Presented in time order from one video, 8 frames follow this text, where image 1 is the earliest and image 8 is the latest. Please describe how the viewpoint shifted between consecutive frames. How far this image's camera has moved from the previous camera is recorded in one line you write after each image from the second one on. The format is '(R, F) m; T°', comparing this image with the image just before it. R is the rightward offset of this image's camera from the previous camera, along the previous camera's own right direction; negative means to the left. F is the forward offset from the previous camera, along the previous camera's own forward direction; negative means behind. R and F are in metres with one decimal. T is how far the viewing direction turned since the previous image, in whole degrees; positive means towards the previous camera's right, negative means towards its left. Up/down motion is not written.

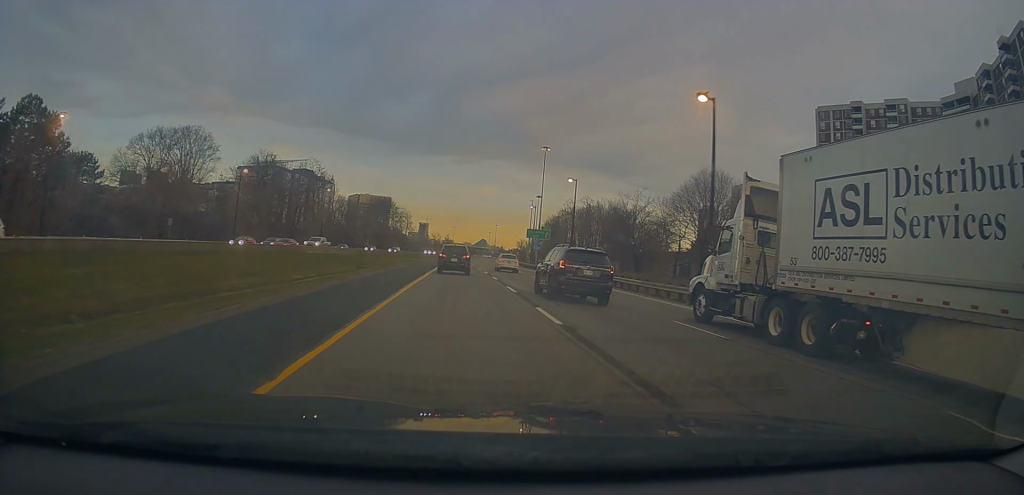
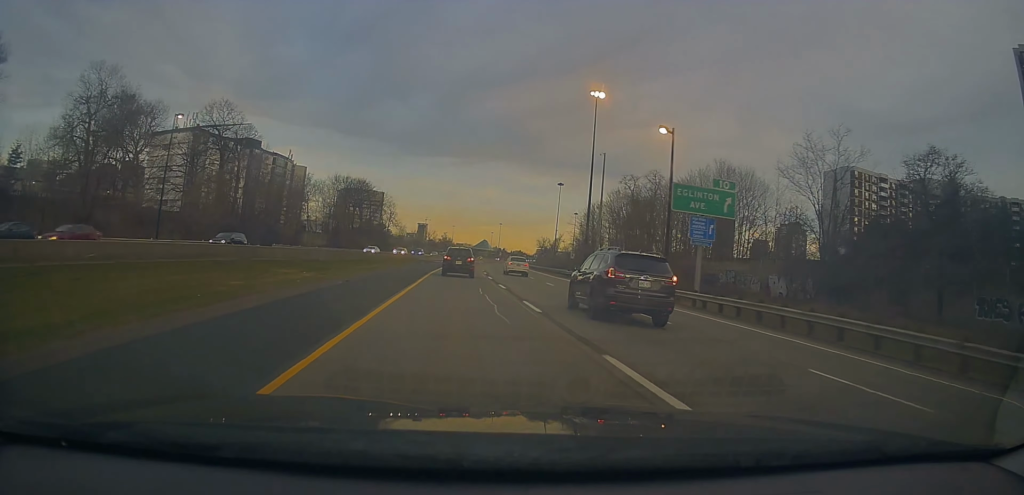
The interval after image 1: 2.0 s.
(-1.2, +63.2) m; -1°
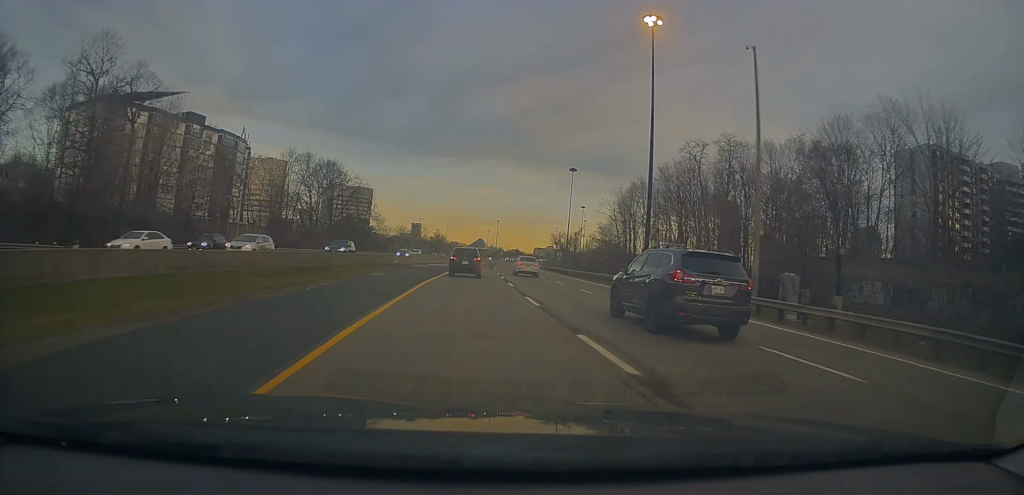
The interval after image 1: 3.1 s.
(+0.4, +36.6) m; +1°
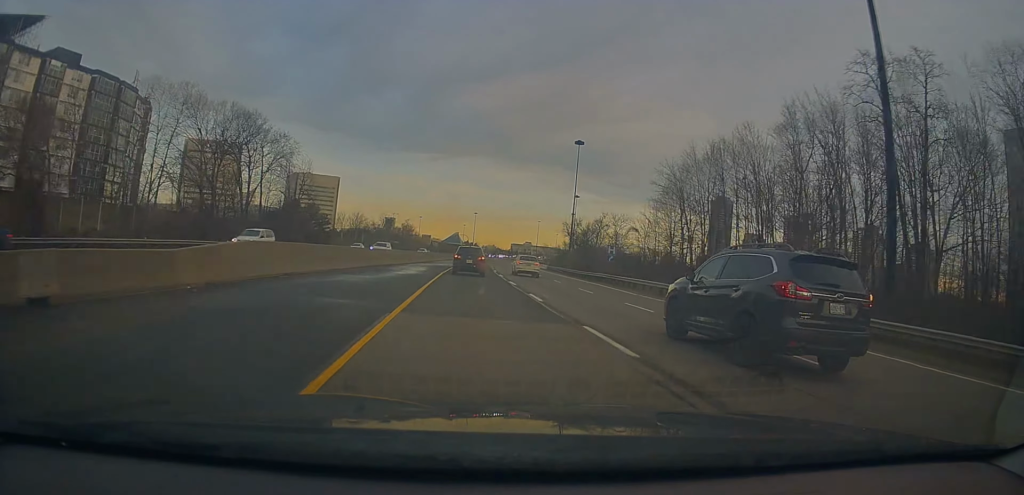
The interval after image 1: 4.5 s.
(+0.6, +45.6) m; +2°
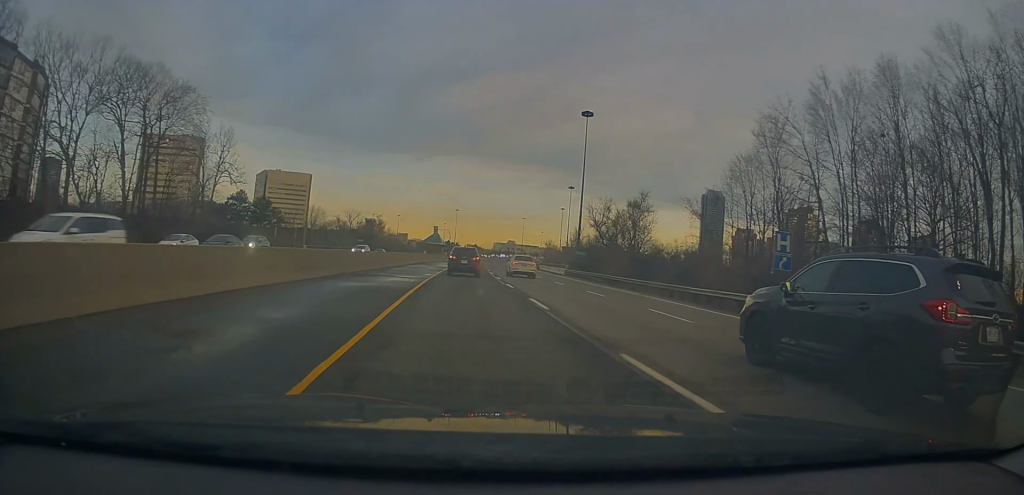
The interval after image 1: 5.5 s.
(+0.6, +31.8) m; +2°
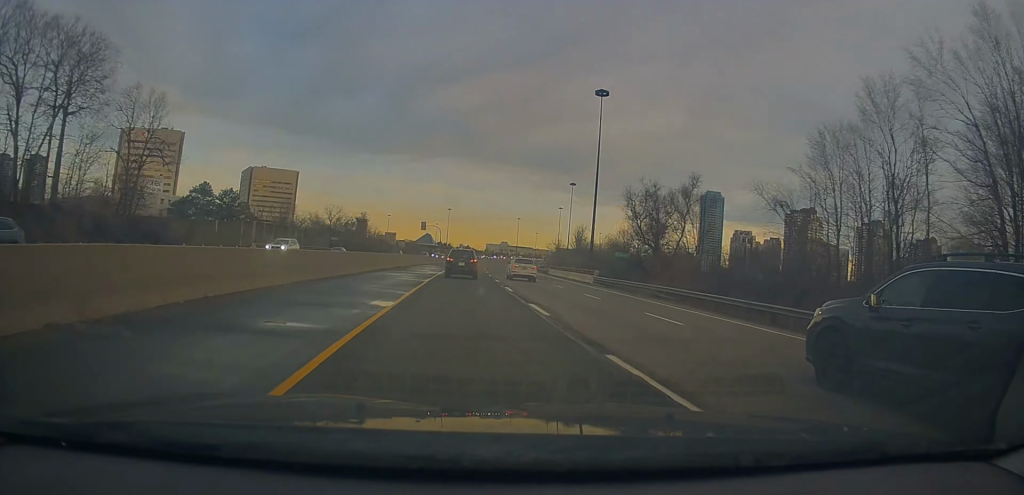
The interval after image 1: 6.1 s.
(+0.1, +18.7) m; +1°
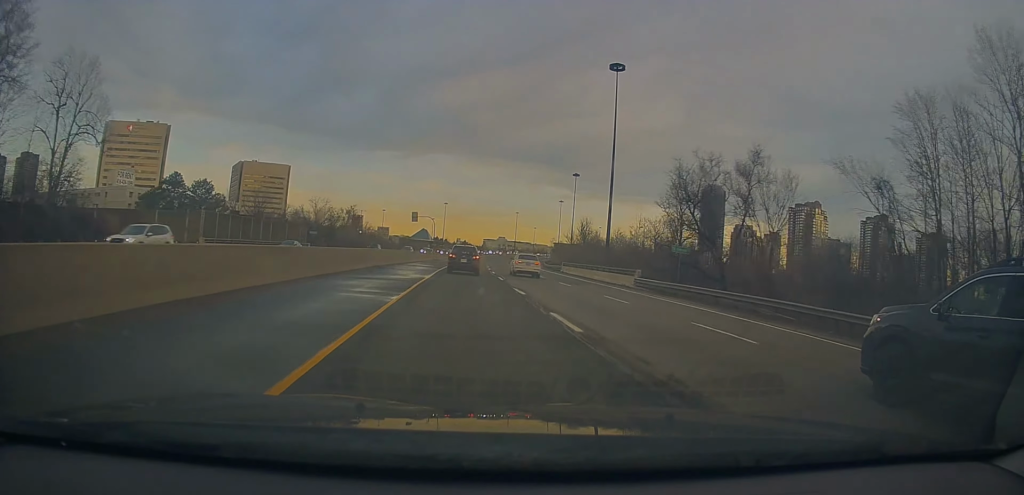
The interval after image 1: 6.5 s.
(+0.2, +13.2) m; 0°
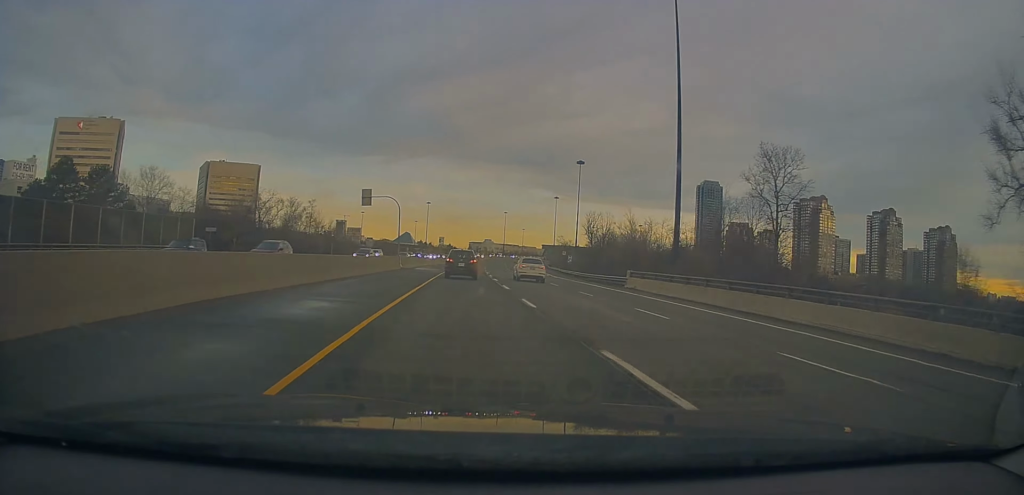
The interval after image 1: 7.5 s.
(+0.3, +34.2) m; +1°
